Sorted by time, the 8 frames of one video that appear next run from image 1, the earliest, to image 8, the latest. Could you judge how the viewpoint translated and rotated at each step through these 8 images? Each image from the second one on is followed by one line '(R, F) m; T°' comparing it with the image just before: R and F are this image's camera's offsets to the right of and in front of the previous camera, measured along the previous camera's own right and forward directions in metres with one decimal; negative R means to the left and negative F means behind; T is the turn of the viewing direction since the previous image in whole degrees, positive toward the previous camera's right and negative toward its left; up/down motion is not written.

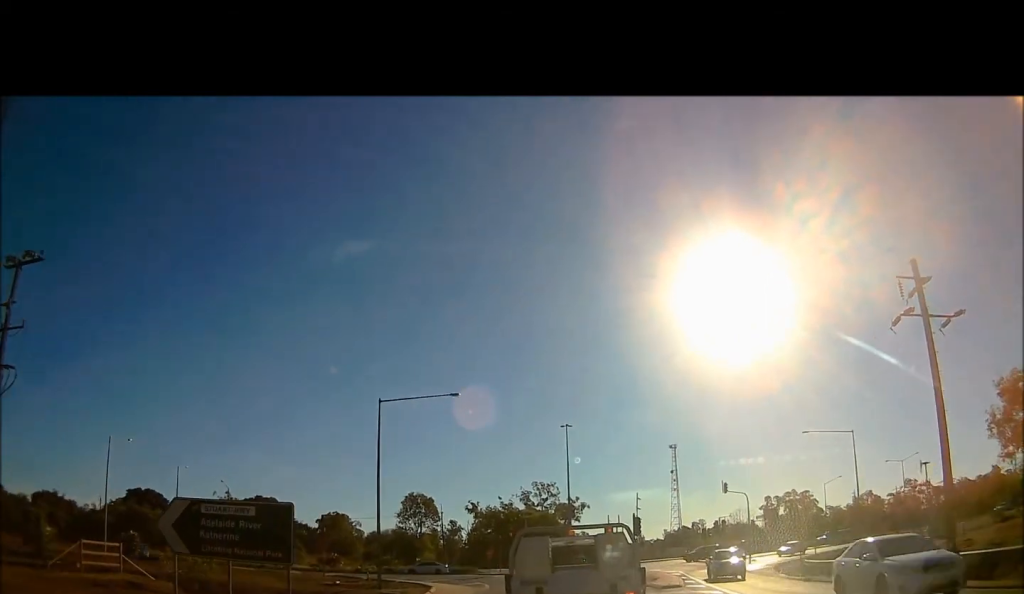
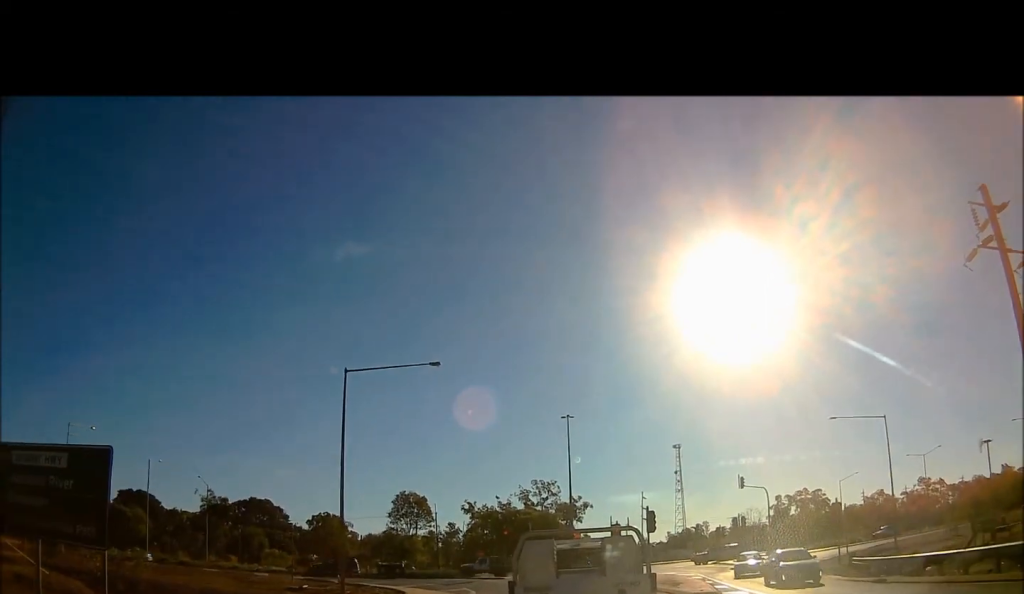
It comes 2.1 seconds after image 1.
(0.0, +10.7) m; 0°
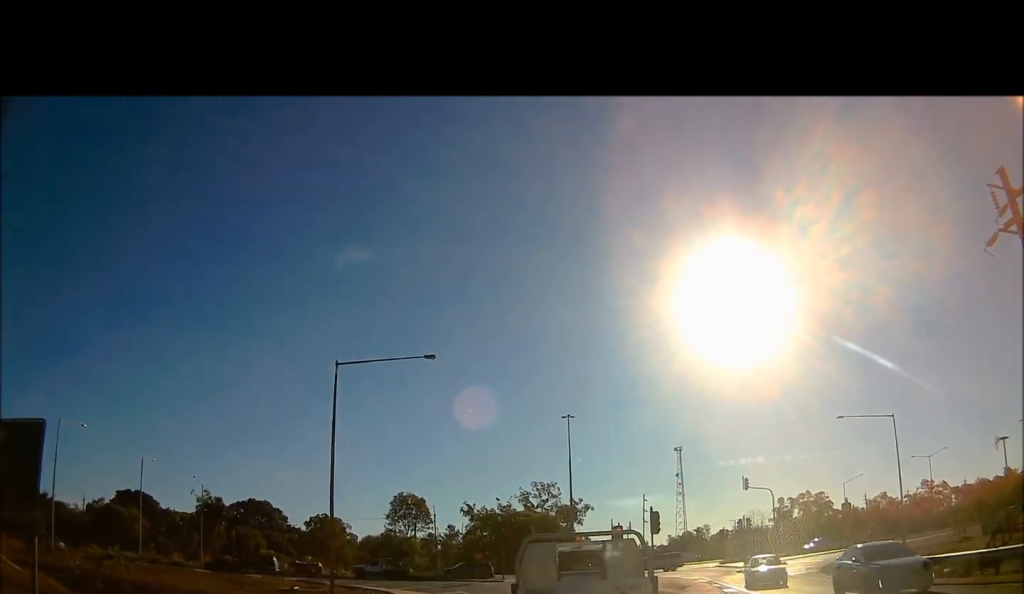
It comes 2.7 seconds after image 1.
(0.0, +2.3) m; 0°
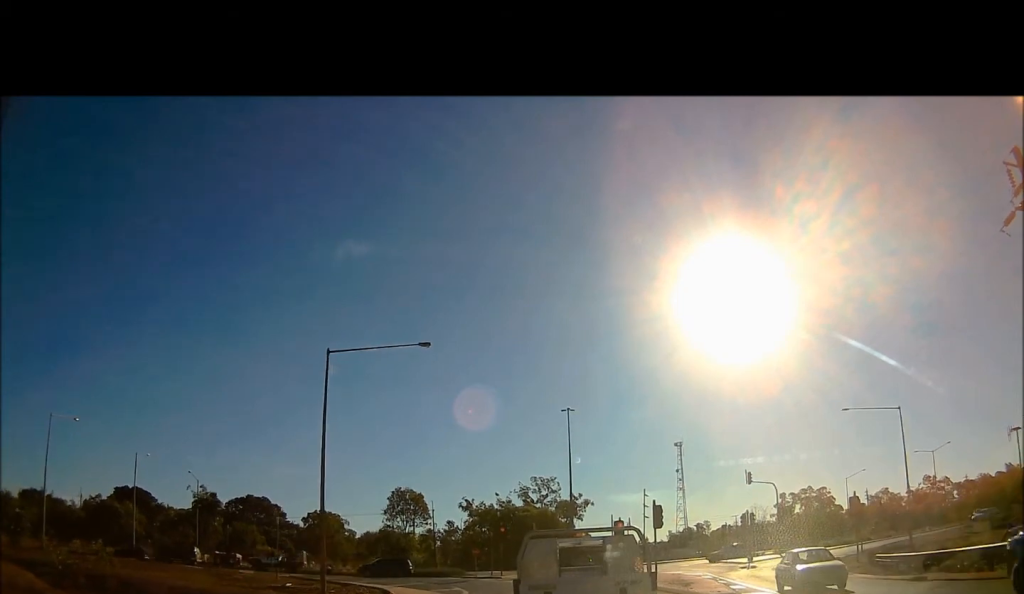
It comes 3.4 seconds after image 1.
(0.0, +1.9) m; -1°
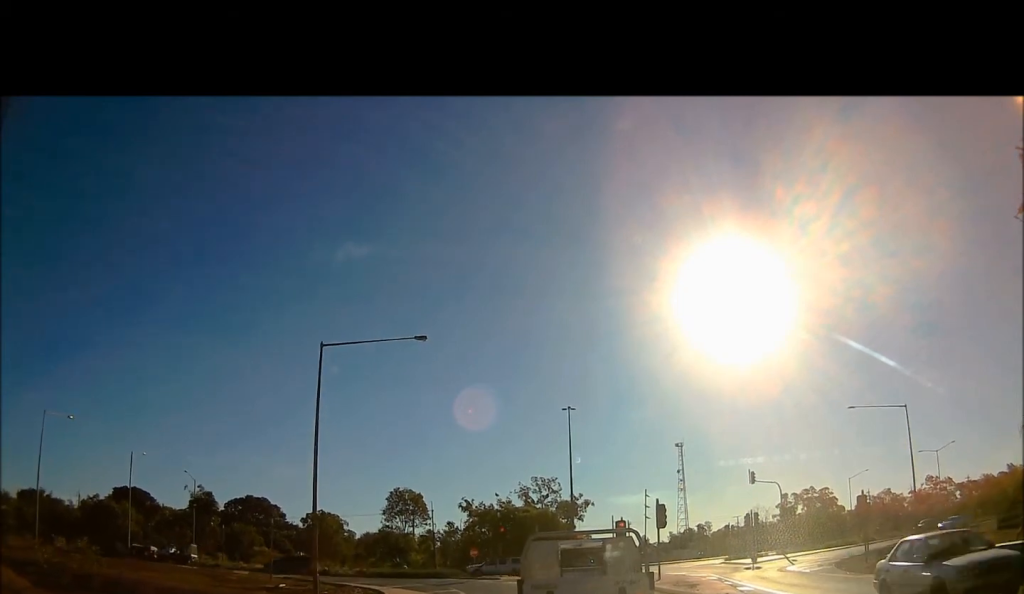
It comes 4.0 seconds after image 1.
(0.0, +1.6) m; -3°
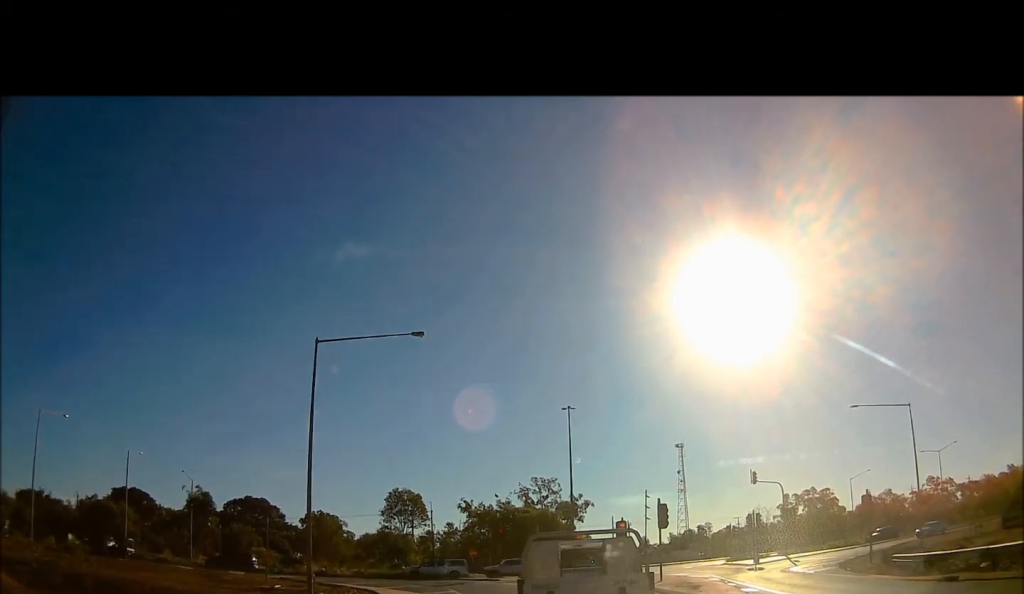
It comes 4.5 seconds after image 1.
(0.0, +0.8) m; 0°
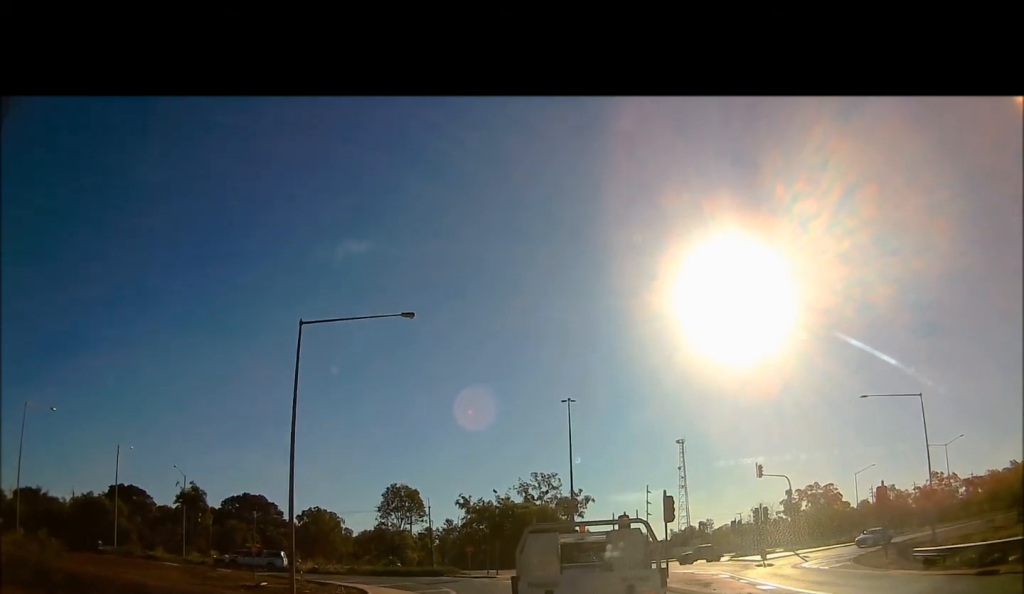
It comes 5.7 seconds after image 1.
(-0.2, +1.6) m; 0°
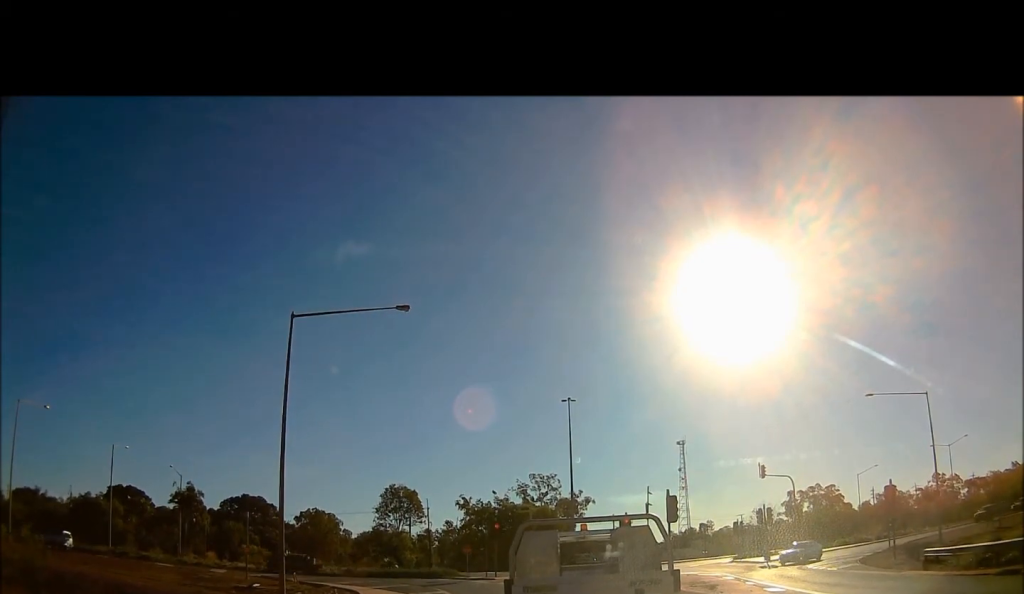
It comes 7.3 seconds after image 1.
(-0.1, +0.9) m; 0°
